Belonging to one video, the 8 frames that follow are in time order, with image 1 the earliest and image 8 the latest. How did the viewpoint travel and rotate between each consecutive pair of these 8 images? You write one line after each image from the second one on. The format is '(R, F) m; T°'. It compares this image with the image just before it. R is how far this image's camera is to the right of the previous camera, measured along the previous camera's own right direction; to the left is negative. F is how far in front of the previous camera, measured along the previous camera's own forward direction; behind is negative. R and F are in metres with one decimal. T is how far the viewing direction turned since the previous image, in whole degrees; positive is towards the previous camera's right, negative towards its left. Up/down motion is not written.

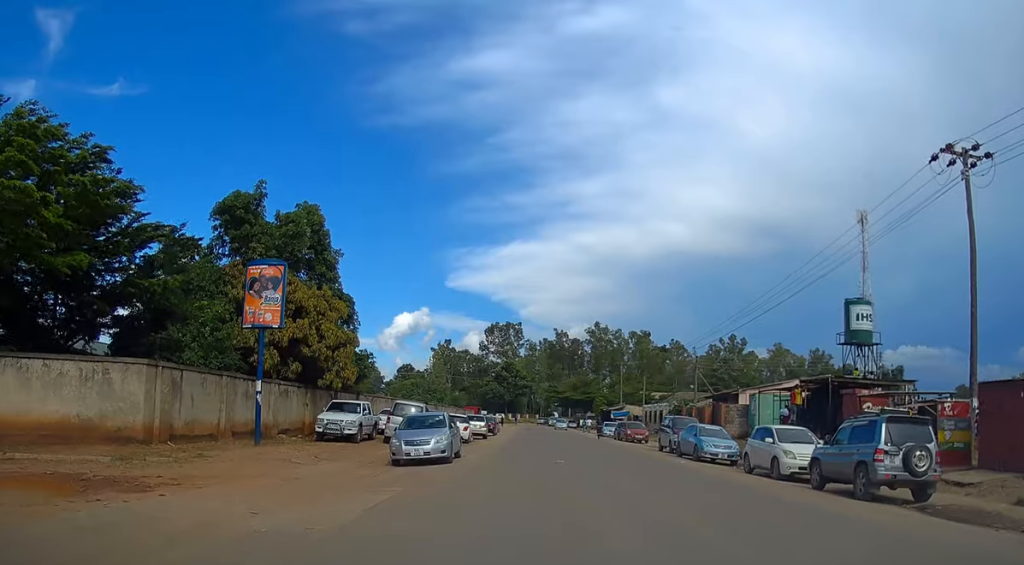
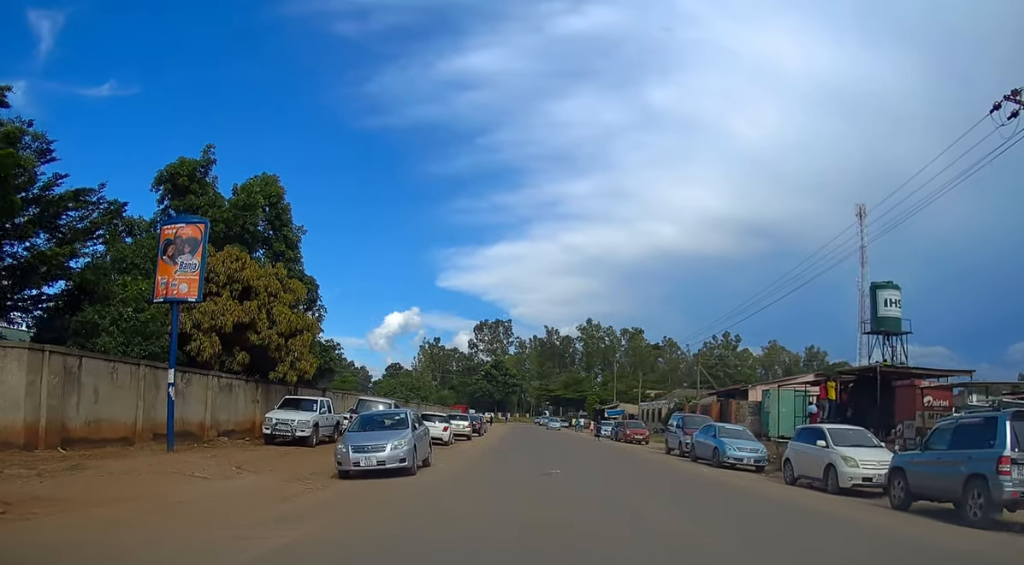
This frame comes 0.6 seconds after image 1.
(+0.1, +4.5) m; +1°
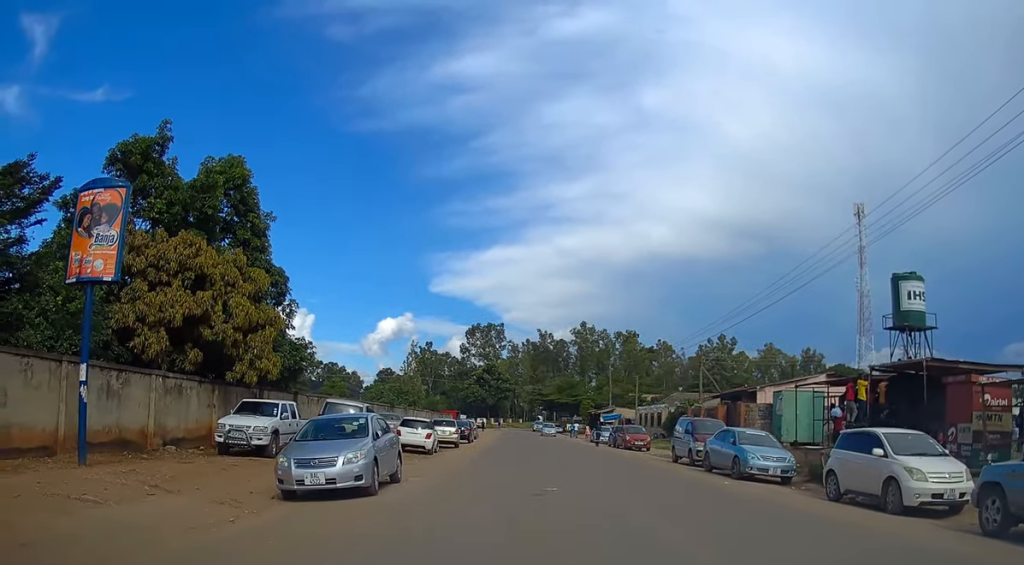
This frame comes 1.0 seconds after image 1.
(+0.1, +3.1) m; 0°
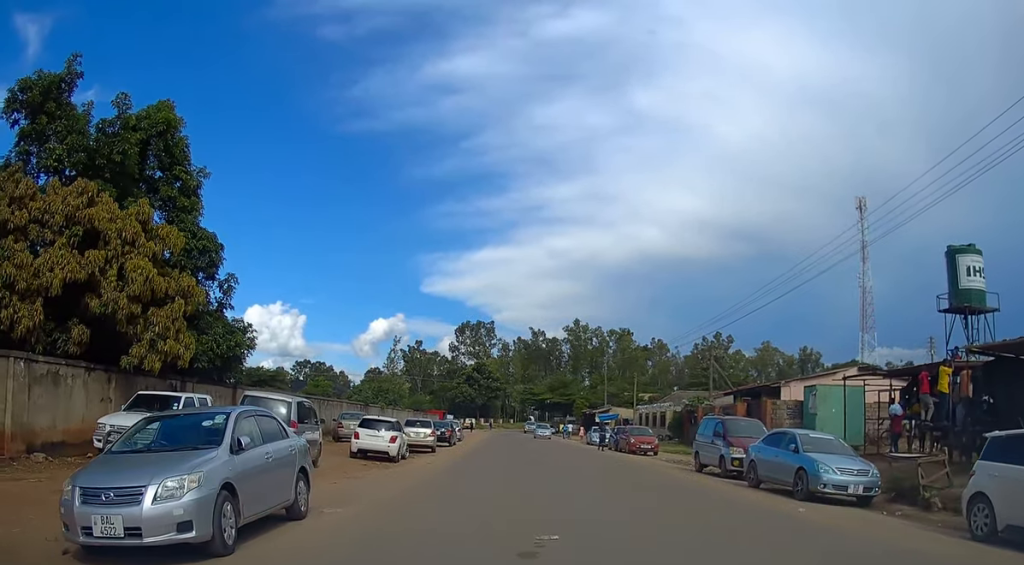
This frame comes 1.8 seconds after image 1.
(-0.1, +5.7) m; 0°
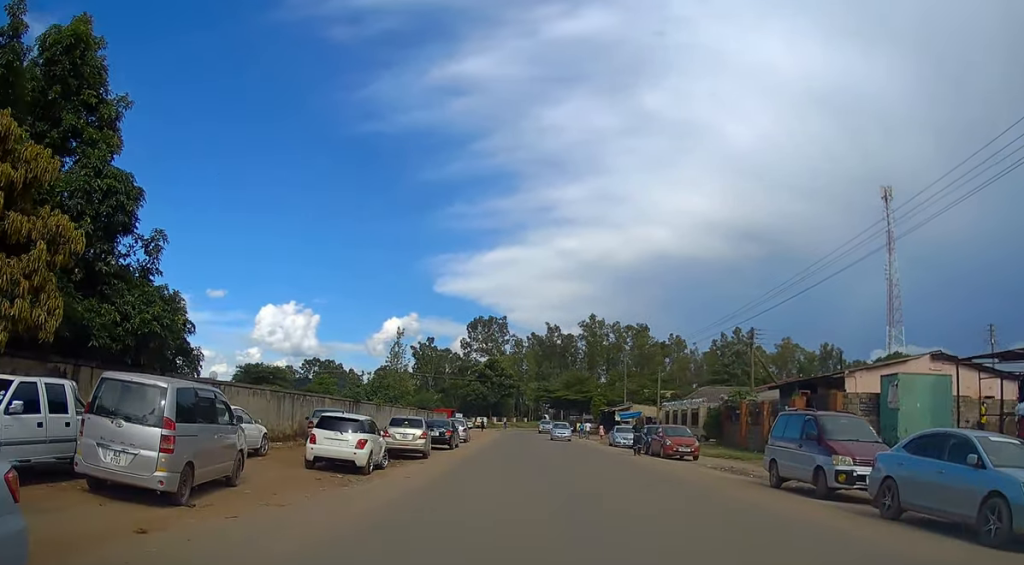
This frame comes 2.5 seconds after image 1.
(0.0, +6.2) m; -1°
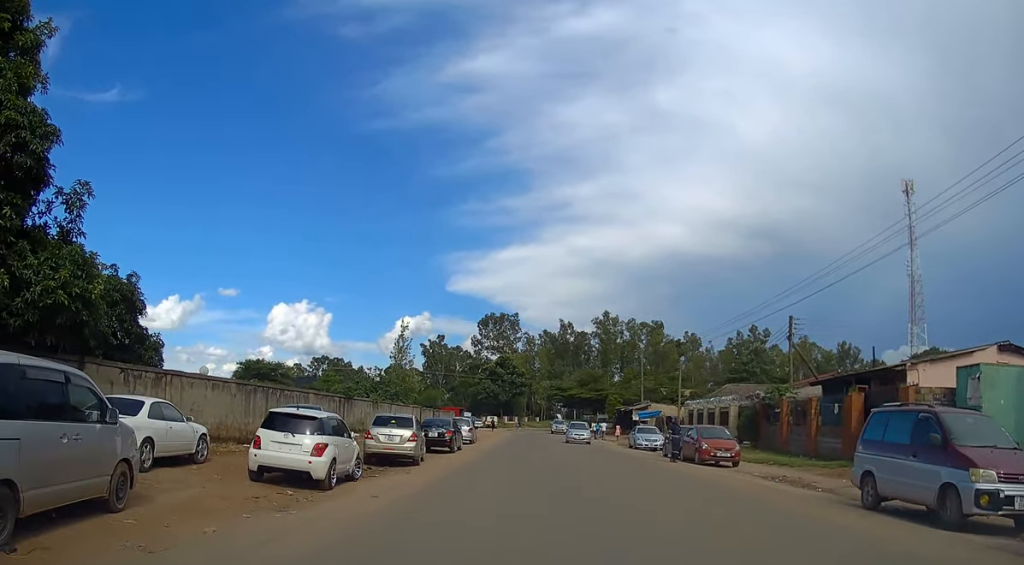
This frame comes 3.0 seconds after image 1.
(+0.1, +4.5) m; 0°
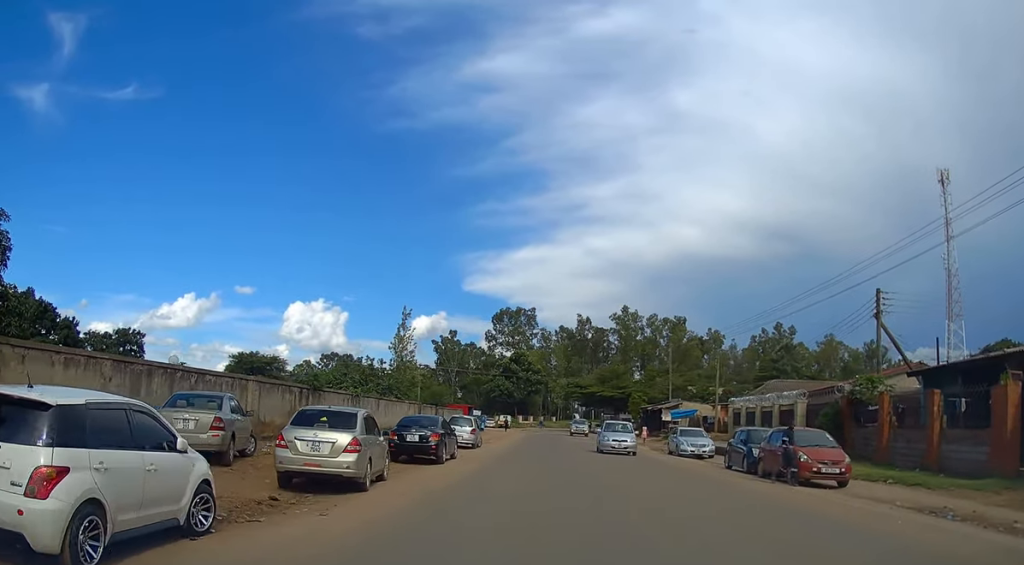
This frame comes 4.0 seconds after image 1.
(-0.2, +8.6) m; -2°
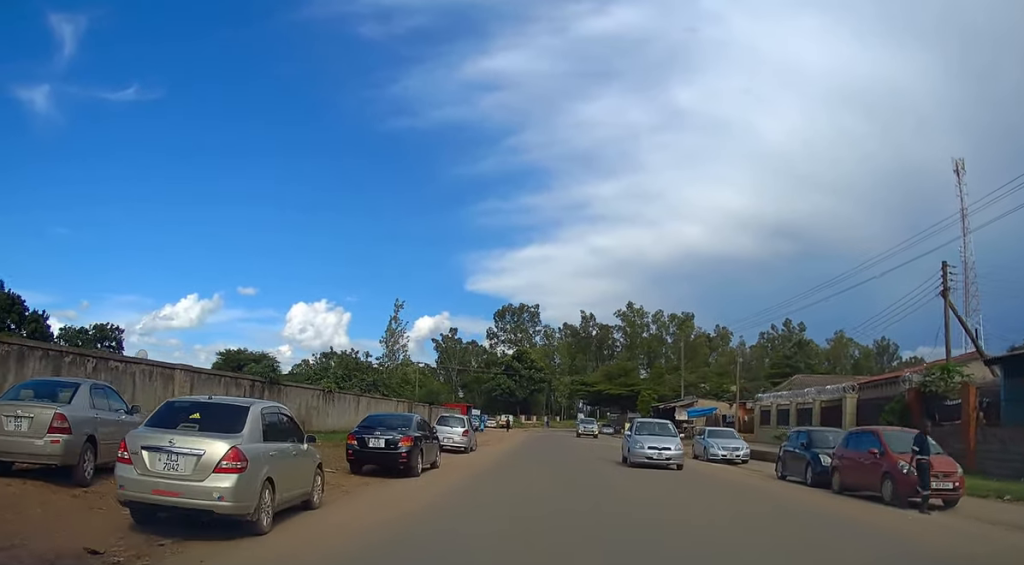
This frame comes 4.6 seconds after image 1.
(-0.1, +5.3) m; 0°
